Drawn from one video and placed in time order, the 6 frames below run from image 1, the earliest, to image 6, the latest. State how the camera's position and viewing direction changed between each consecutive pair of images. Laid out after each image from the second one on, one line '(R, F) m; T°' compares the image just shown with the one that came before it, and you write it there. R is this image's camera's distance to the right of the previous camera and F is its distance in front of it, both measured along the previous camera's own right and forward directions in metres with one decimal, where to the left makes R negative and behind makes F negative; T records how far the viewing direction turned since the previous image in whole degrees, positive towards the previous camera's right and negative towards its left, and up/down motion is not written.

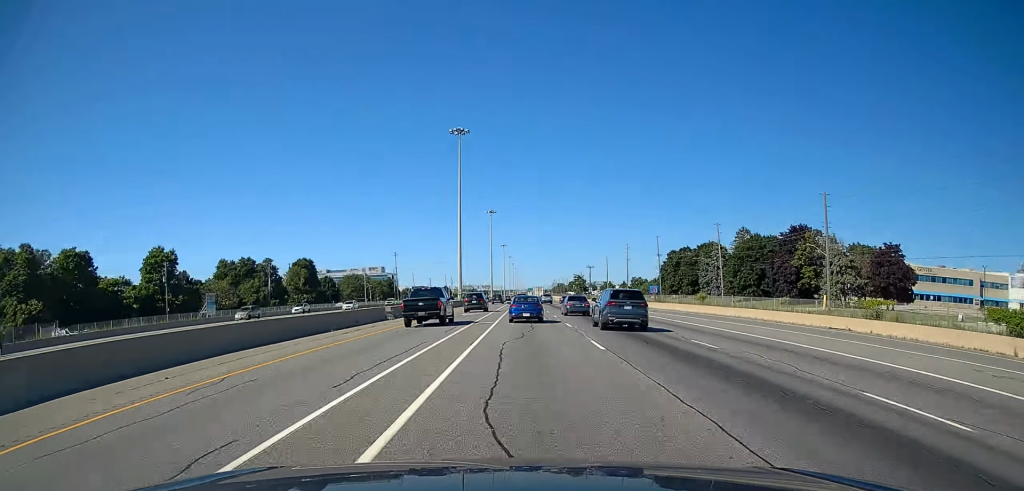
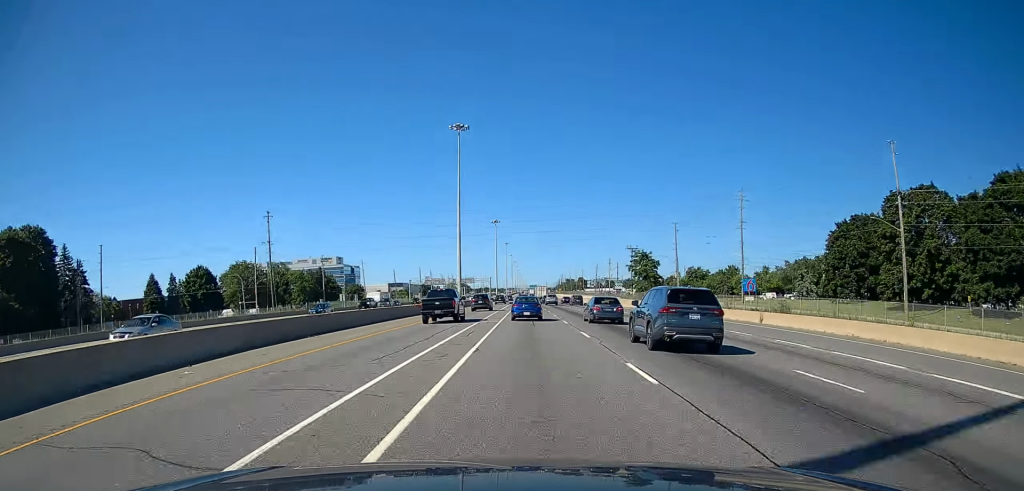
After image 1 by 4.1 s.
(0.0, +118.0) m; 0°
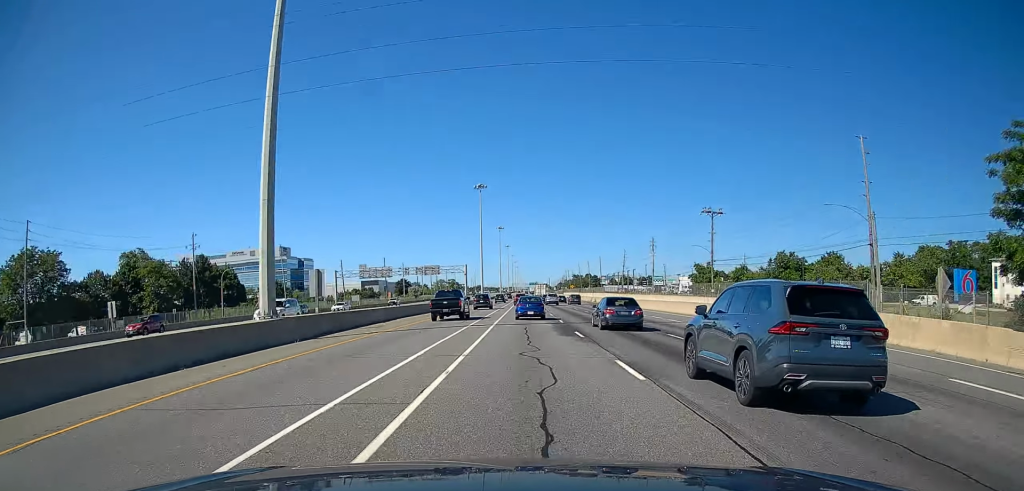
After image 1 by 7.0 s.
(+0.2, +84.6) m; 0°
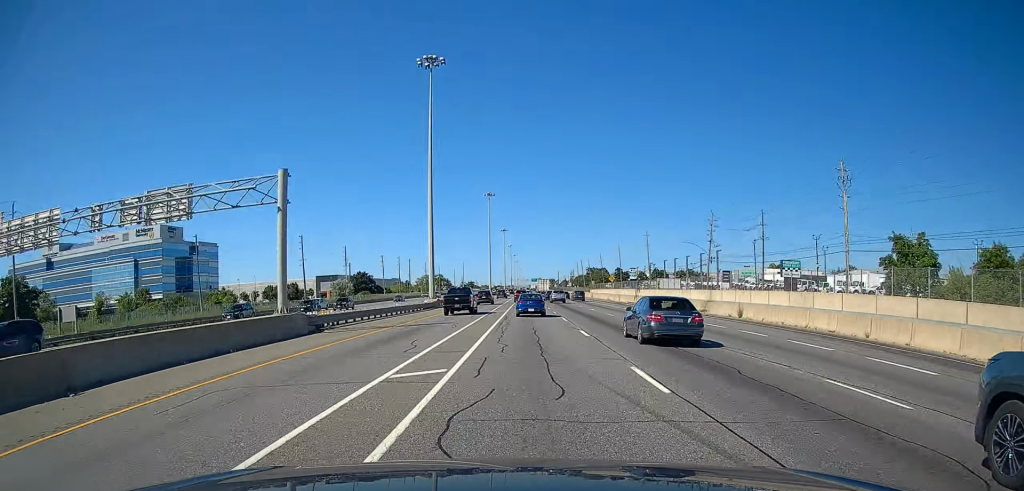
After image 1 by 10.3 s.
(0.0, +97.0) m; 0°
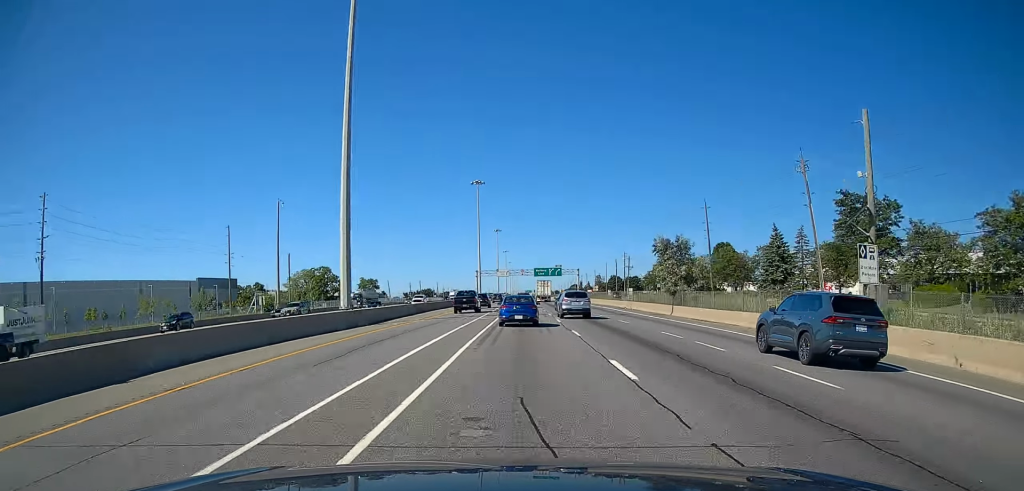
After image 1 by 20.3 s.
(+0.8, +286.5) m; 0°
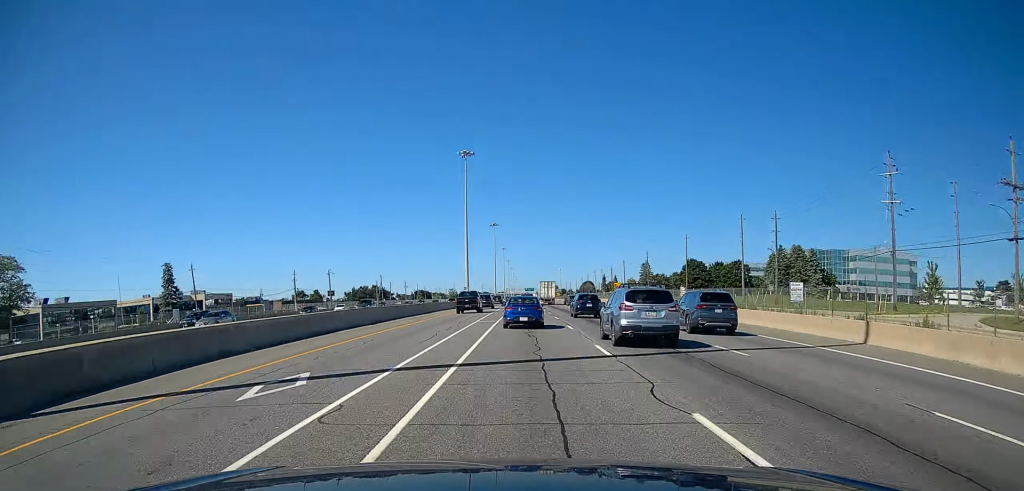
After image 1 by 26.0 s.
(+0.1, +164.5) m; 0°
